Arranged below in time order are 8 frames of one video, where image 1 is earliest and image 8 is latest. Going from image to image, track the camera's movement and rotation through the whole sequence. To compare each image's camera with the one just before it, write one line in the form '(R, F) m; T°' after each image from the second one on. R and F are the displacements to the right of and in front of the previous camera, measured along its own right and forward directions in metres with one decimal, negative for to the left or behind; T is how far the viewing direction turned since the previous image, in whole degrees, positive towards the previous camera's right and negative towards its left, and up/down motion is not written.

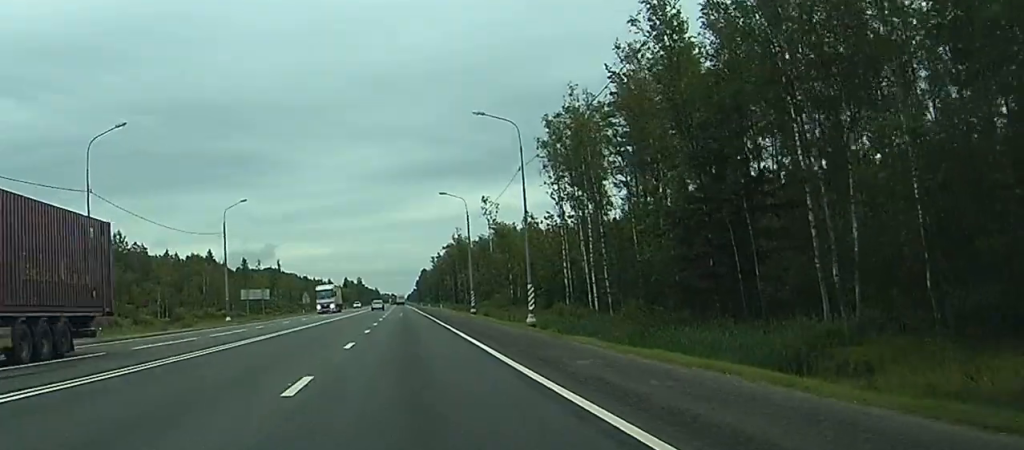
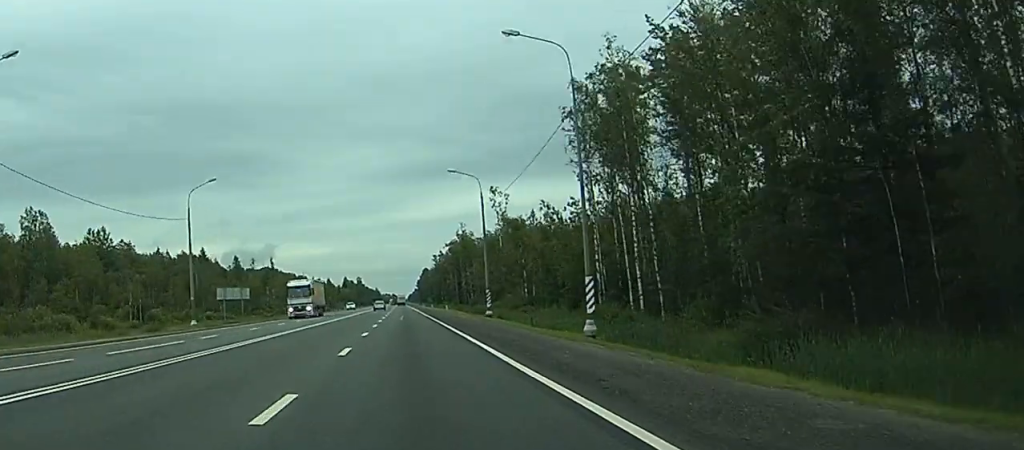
(0.0, +14.4) m; 0°
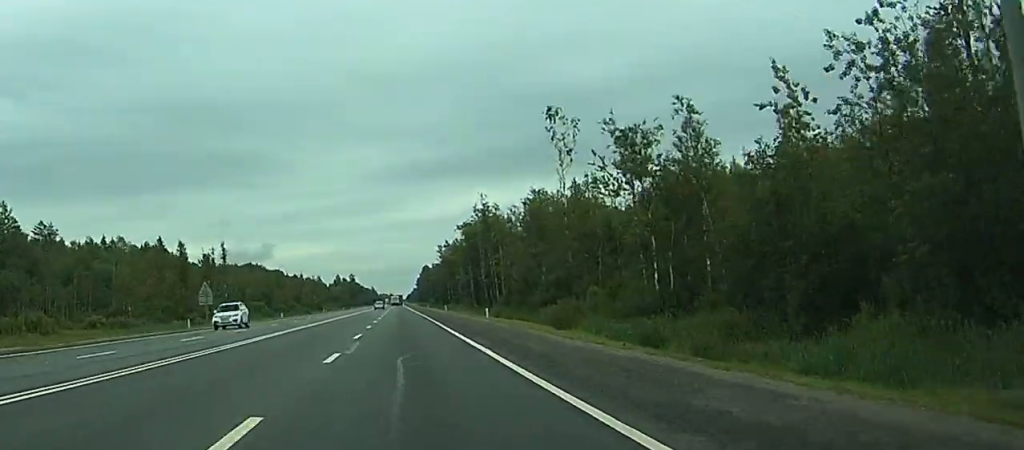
(+0.1, +61.1) m; +1°
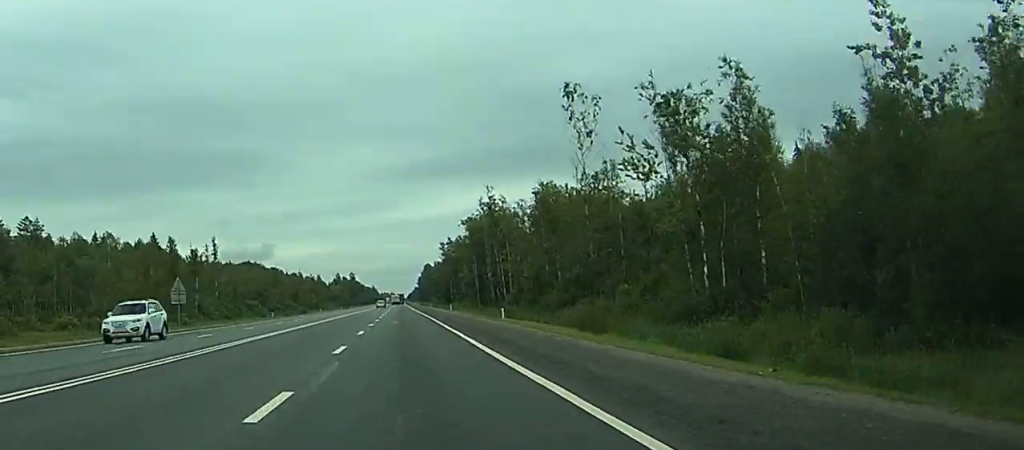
(+0.1, +9.2) m; 0°
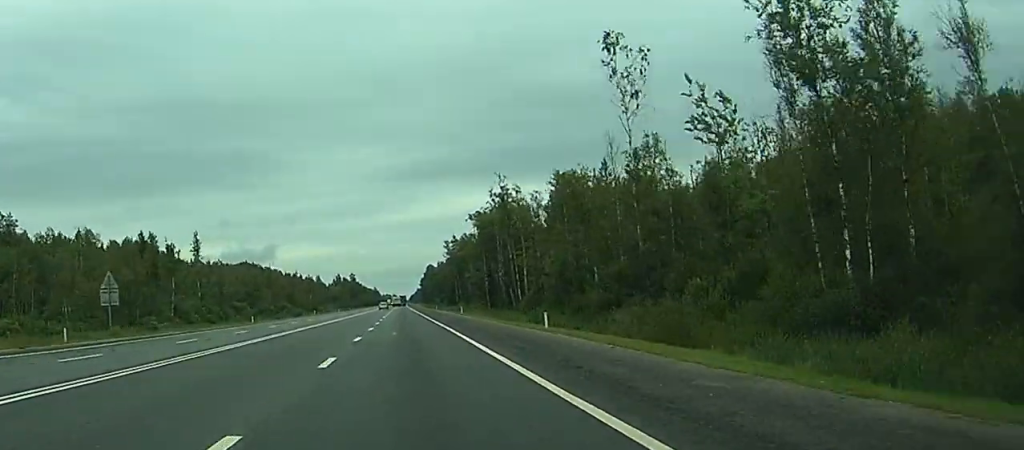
(0.0, +15.7) m; 0°
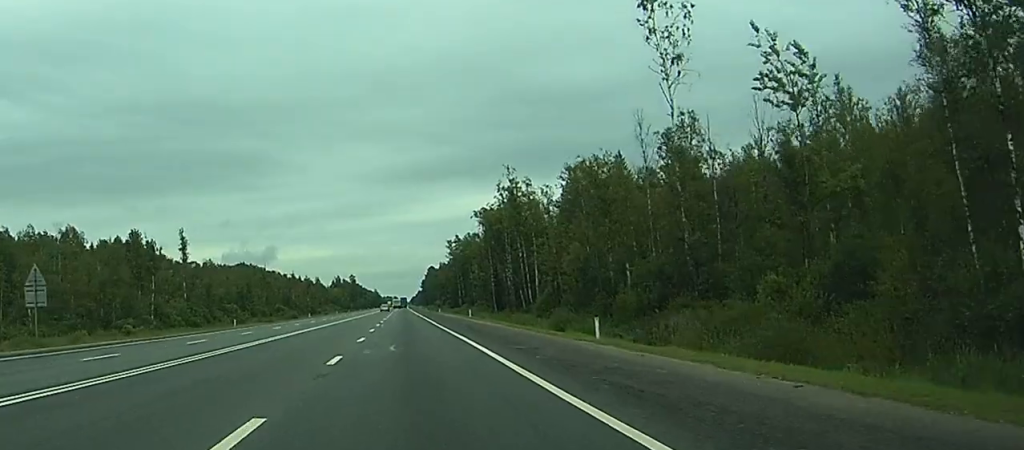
(0.0, +10.0) m; 0°
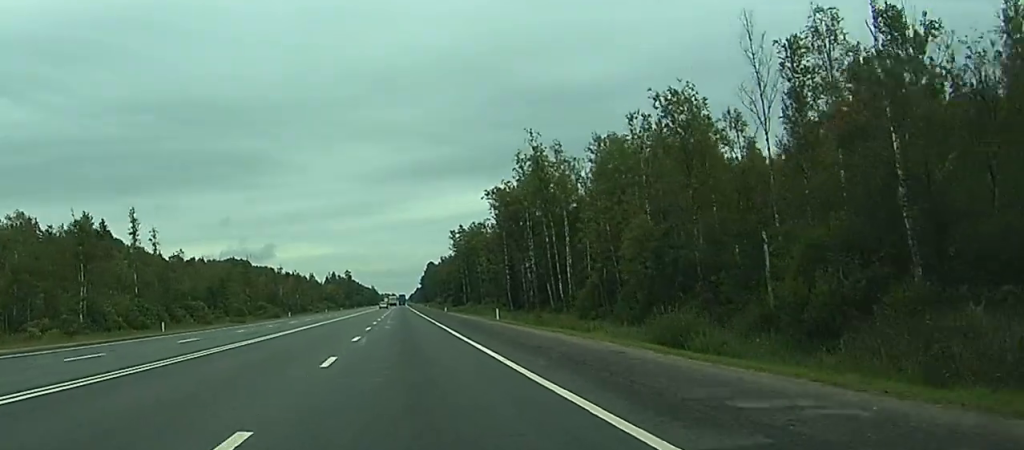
(-0.2, +24.0) m; -1°
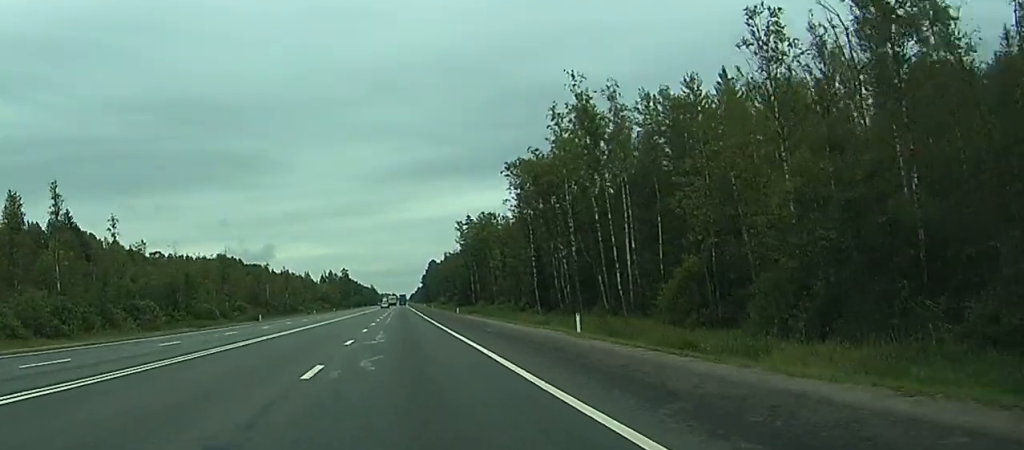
(-0.1, +25.2) m; 0°
